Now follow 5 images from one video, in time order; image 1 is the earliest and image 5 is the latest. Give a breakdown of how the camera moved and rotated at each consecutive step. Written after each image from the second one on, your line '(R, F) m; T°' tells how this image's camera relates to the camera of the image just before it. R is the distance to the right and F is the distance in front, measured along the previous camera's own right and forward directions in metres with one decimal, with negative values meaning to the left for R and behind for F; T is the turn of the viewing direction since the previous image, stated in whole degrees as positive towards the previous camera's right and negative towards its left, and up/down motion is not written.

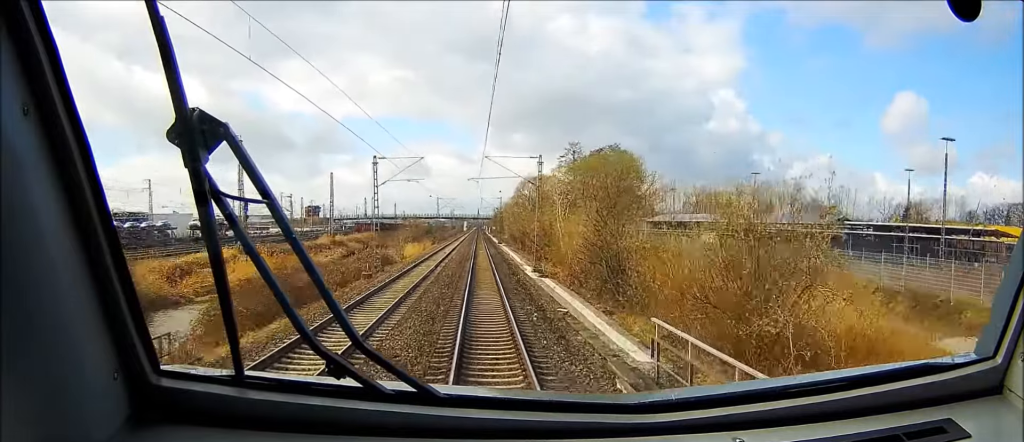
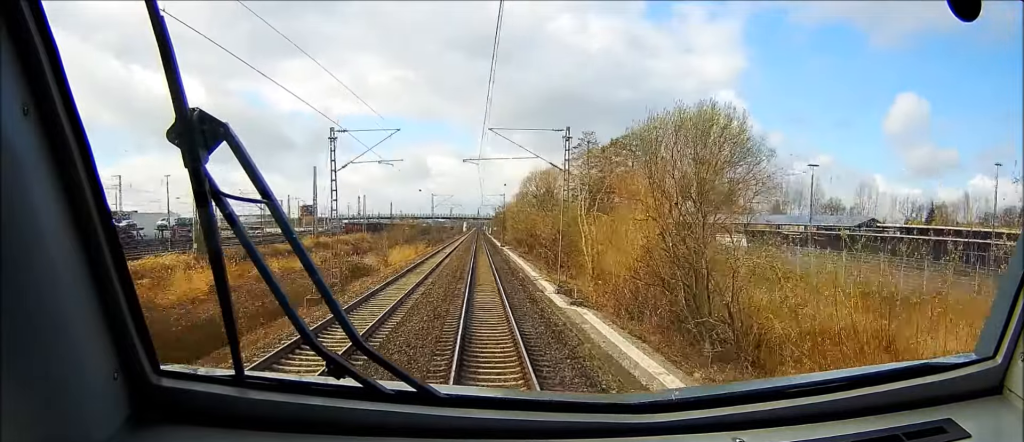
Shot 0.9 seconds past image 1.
(-0.1, +14.5) m; 0°
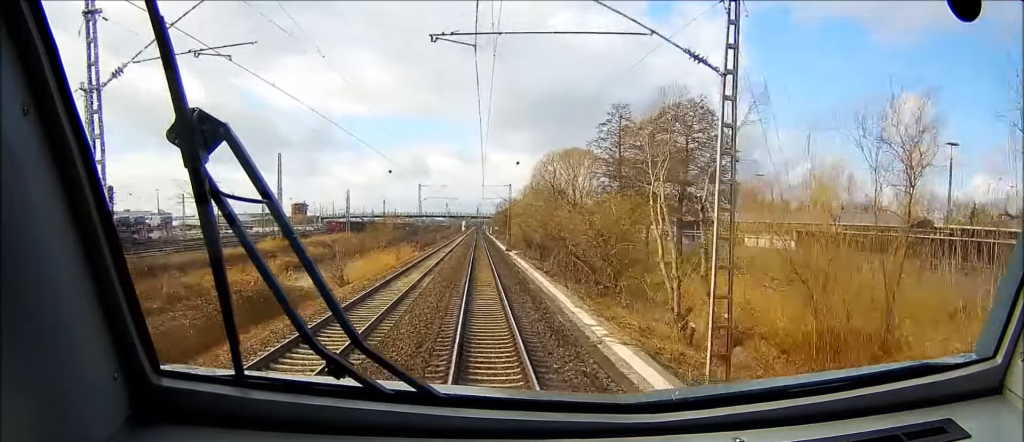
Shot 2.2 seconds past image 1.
(-0.1, +22.8) m; 0°
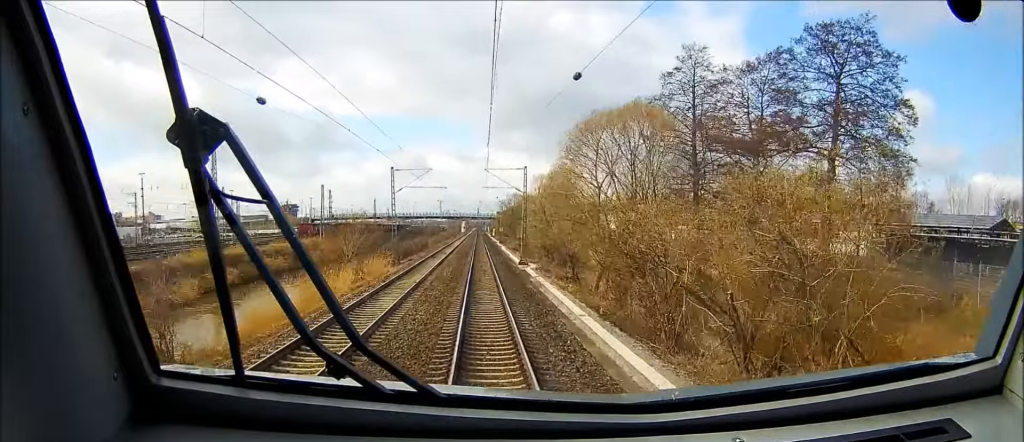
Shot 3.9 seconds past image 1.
(0.0, +26.9) m; 0°
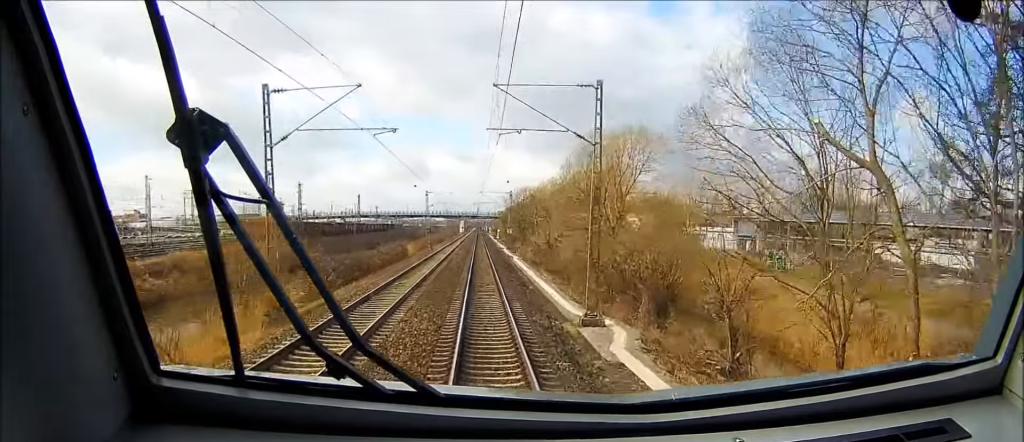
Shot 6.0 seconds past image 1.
(+0.1, +34.5) m; 0°
